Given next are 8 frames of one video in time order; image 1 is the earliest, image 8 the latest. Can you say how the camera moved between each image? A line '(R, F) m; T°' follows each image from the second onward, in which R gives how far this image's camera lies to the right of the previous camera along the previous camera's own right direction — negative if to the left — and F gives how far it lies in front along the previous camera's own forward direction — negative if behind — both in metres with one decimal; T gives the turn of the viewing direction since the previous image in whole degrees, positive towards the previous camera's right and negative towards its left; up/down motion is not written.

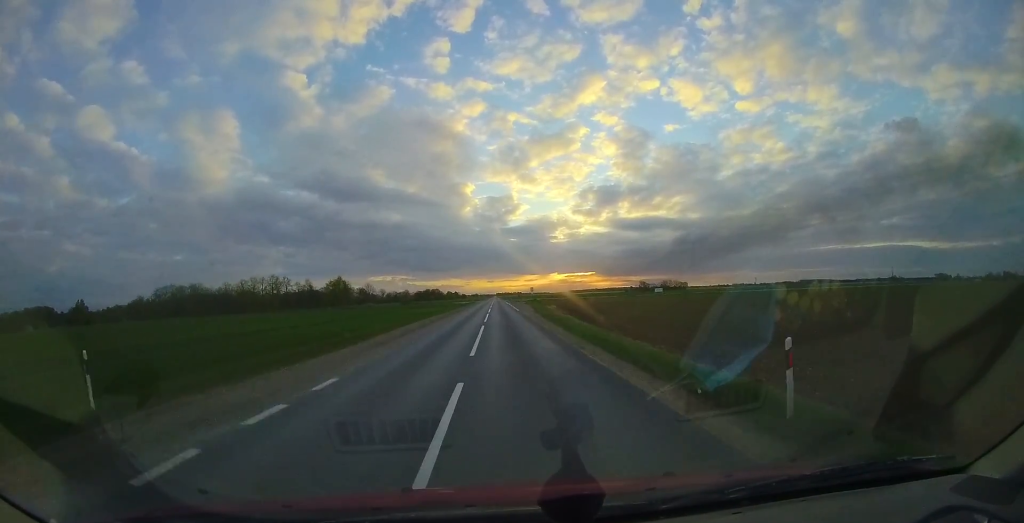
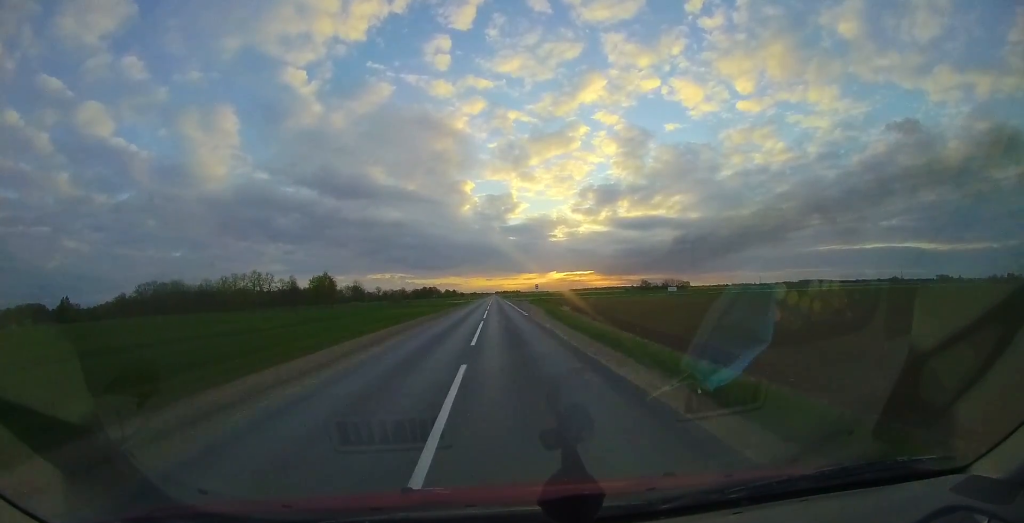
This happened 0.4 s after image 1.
(0.0, +11.3) m; 0°
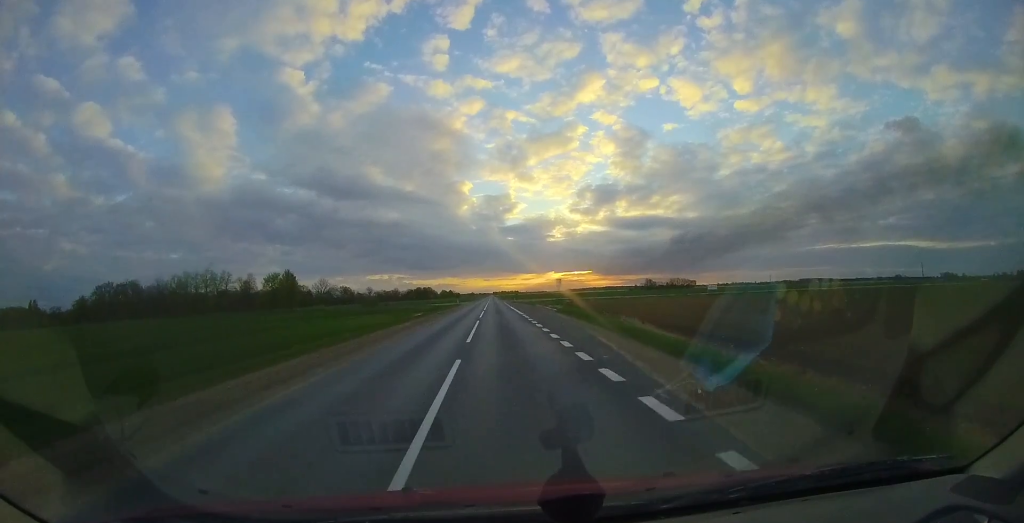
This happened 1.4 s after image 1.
(+0.3, +23.0) m; 0°
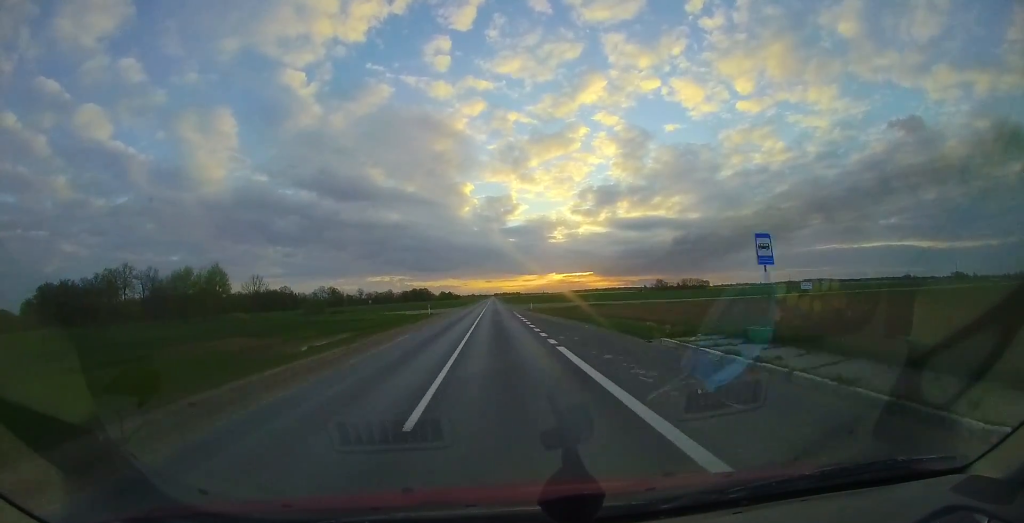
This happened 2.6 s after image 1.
(-0.4, +31.5) m; 0°
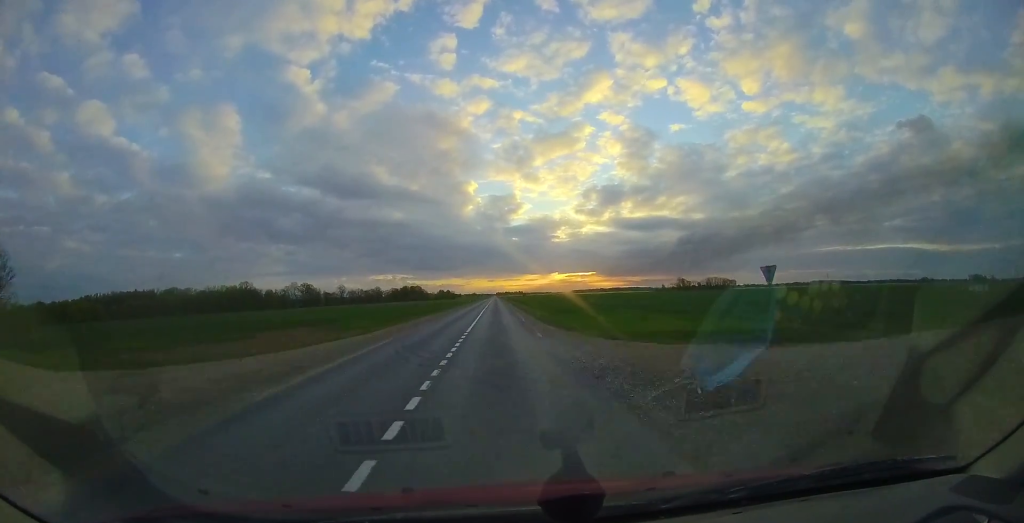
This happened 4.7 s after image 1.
(+0.7, +51.9) m; 0°
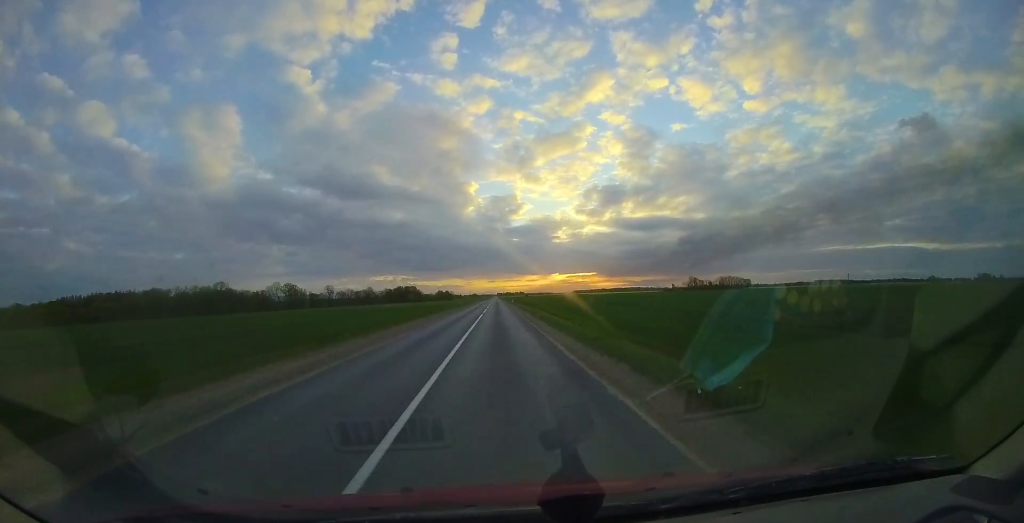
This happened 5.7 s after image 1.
(-0.4, +26.0) m; -1°
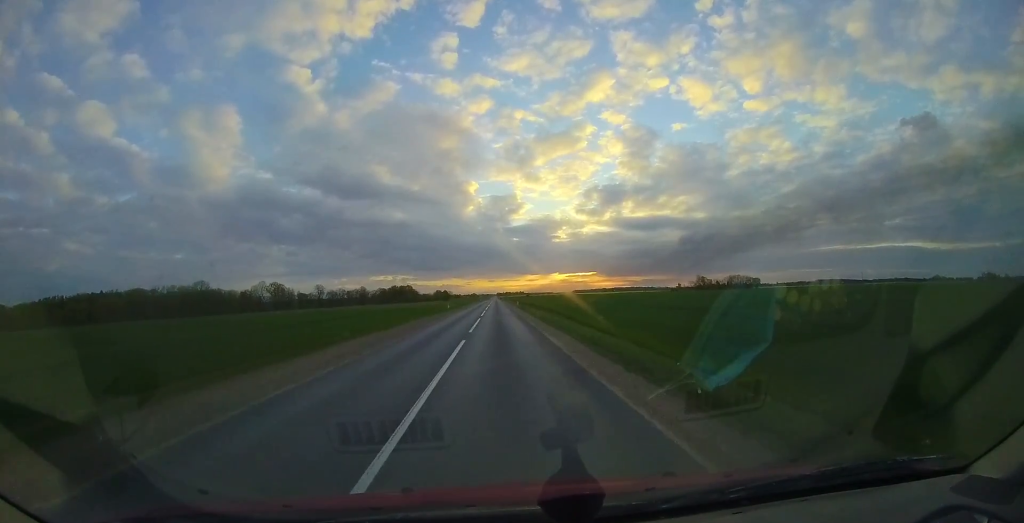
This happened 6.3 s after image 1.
(-0.3, +16.7) m; 0°
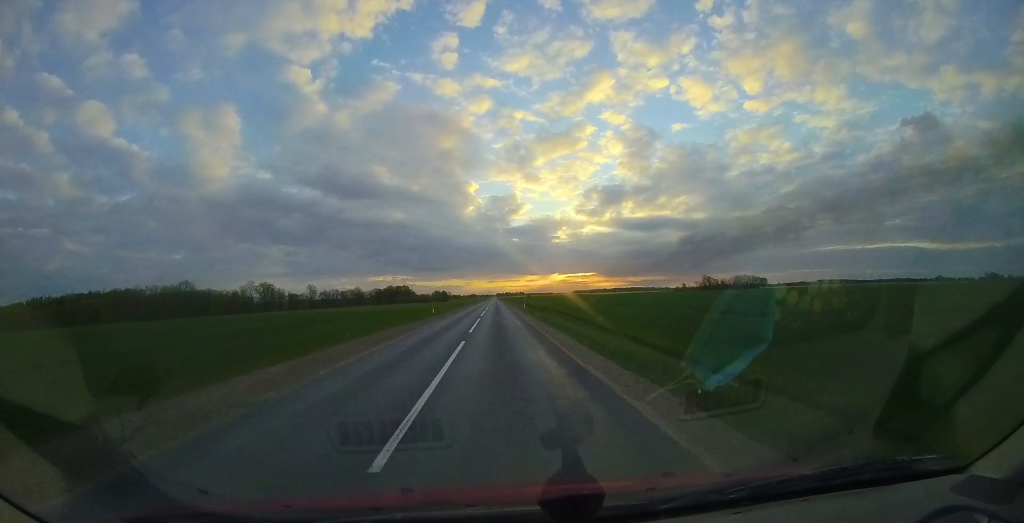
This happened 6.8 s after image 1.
(+0.4, +12.0) m; +1°
